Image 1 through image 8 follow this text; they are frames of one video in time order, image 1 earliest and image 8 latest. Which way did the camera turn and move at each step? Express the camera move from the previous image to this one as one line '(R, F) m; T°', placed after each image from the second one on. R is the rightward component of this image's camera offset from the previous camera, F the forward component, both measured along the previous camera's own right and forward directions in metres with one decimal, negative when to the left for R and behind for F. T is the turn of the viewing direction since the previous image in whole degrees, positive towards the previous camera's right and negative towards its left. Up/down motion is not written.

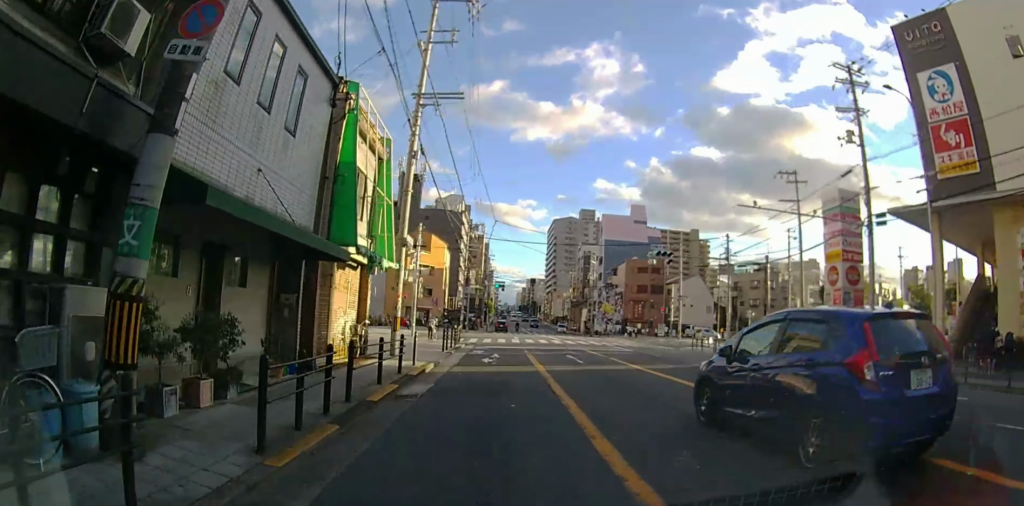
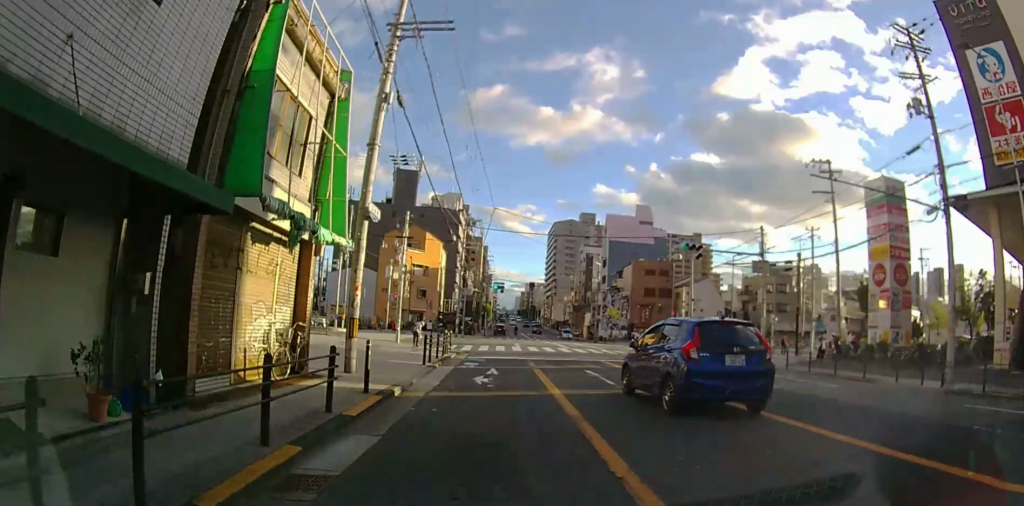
(0.0, +4.8) m; 0°
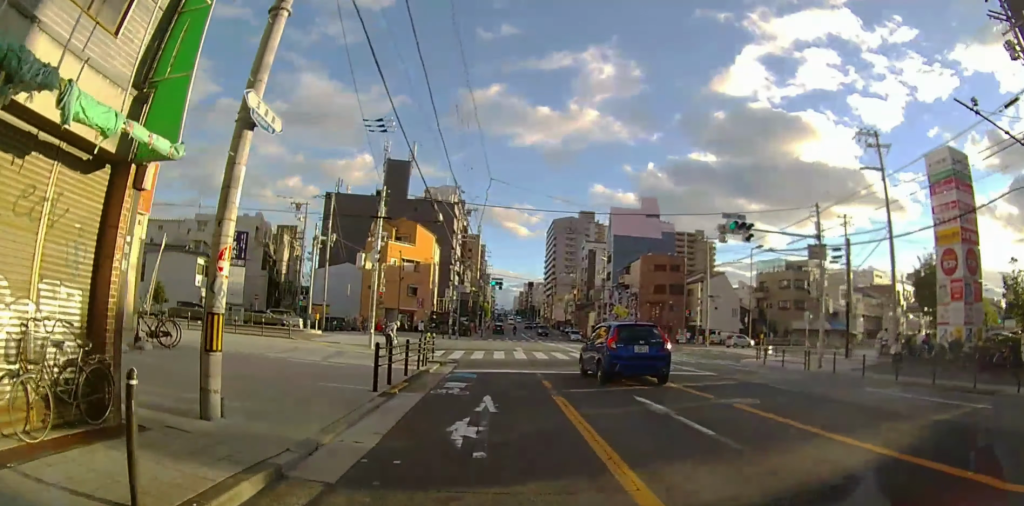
(0.0, +5.8) m; 0°
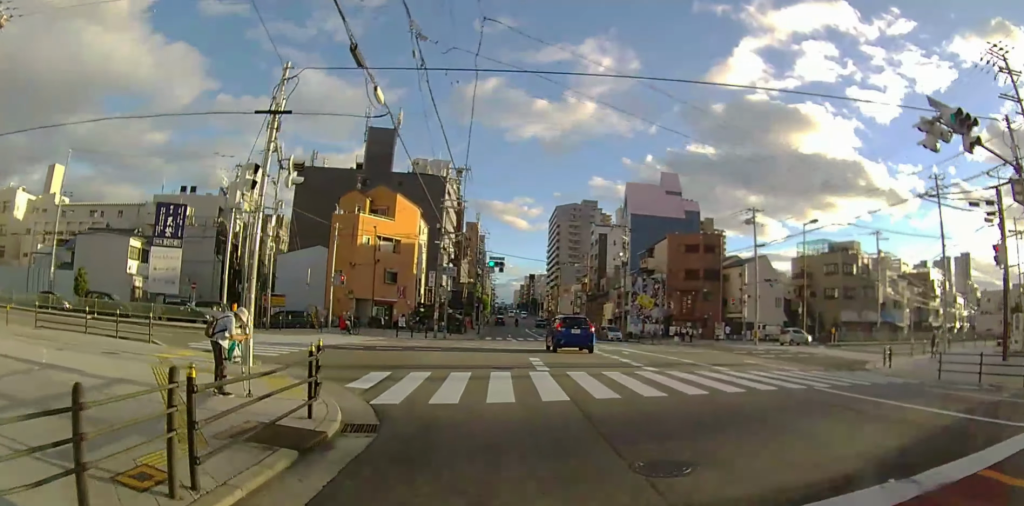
(+0.1, +12.9) m; +1°
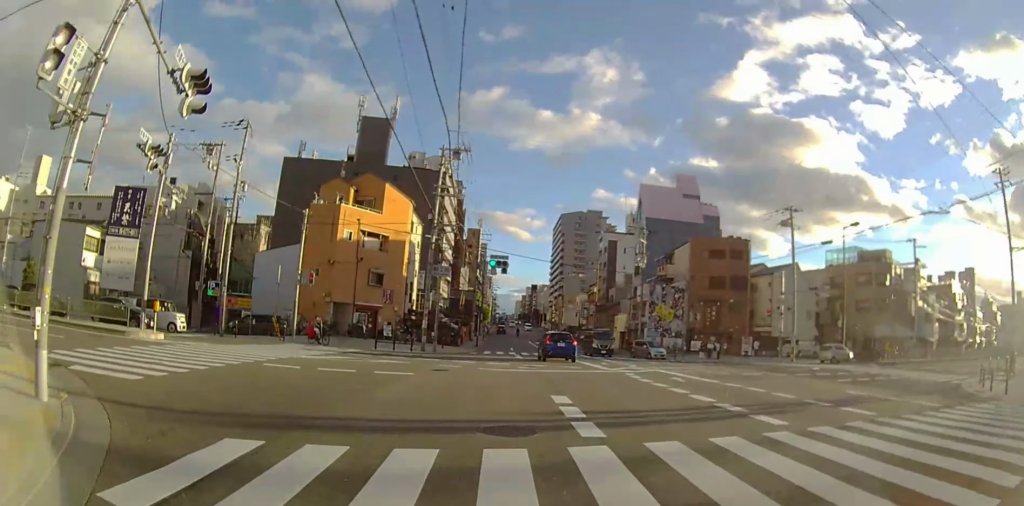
(+0.1, +6.7) m; 0°
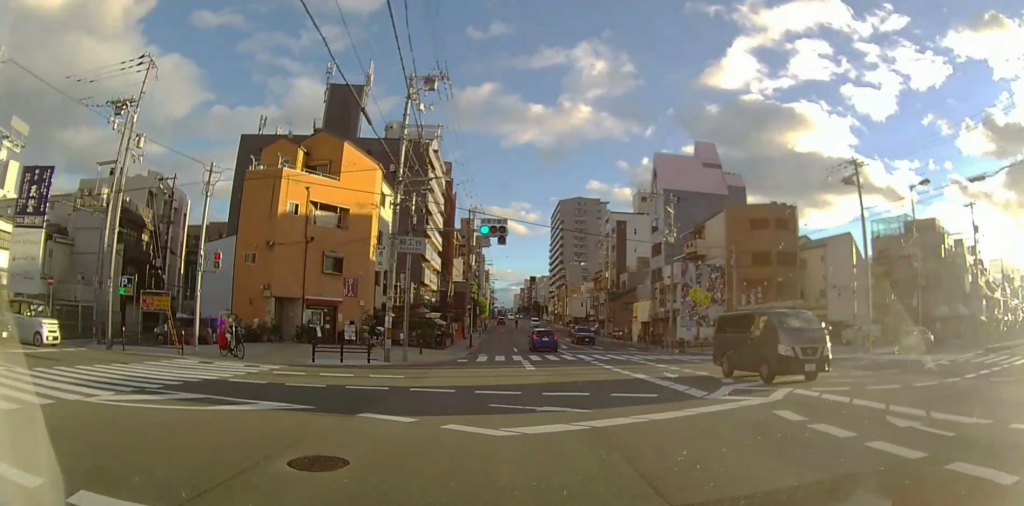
(-0.1, +10.8) m; 0°
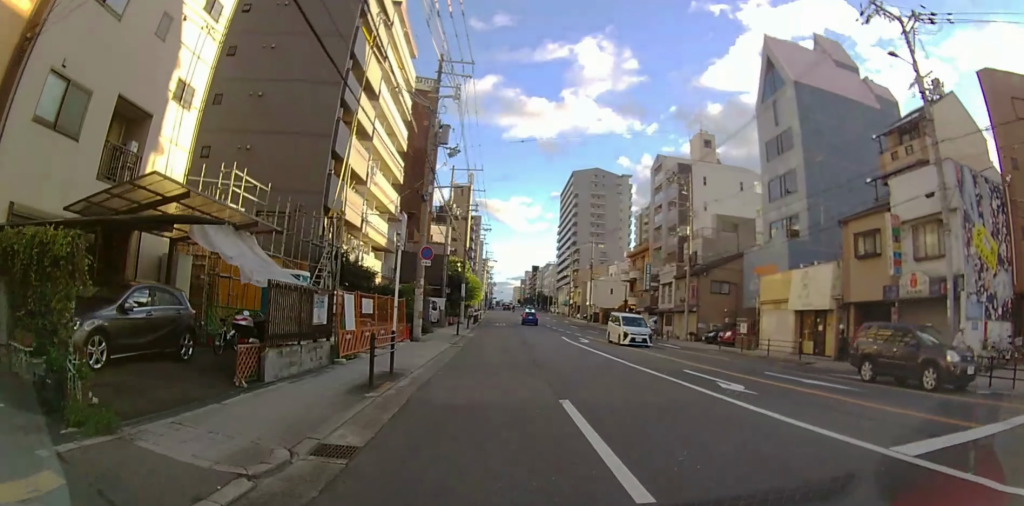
(-0.1, +31.1) m; 0°
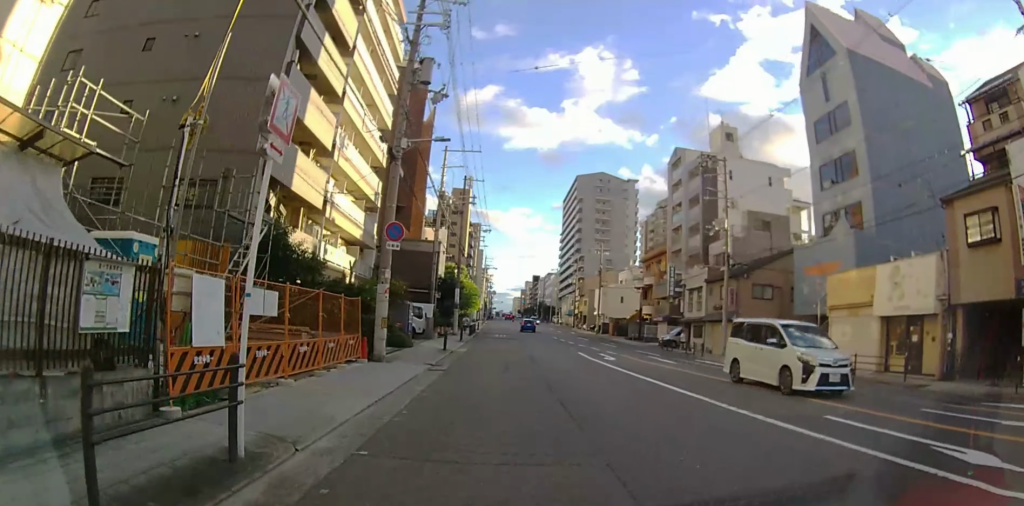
(0.0, +6.9) m; 0°
